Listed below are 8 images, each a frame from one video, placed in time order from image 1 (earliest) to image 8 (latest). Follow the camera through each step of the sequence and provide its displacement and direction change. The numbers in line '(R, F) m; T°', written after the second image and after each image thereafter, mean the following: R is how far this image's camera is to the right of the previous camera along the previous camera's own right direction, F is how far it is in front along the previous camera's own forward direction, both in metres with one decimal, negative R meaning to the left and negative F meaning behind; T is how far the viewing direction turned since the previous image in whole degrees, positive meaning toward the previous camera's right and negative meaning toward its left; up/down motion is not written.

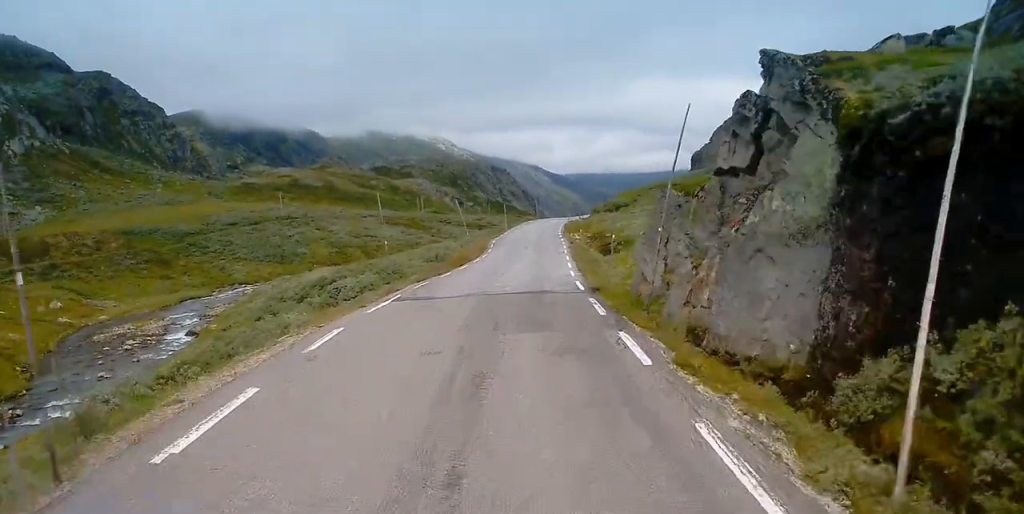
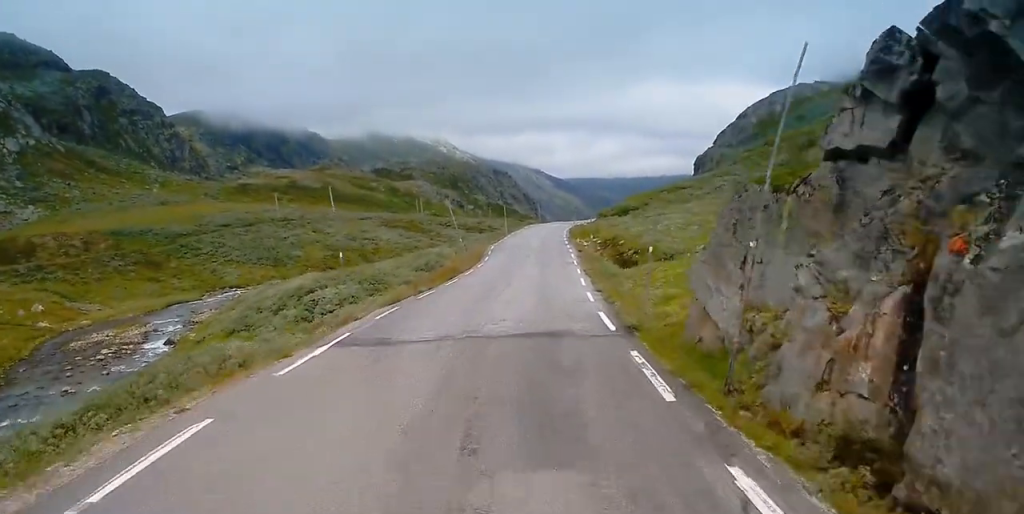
(-0.1, +7.4) m; 0°
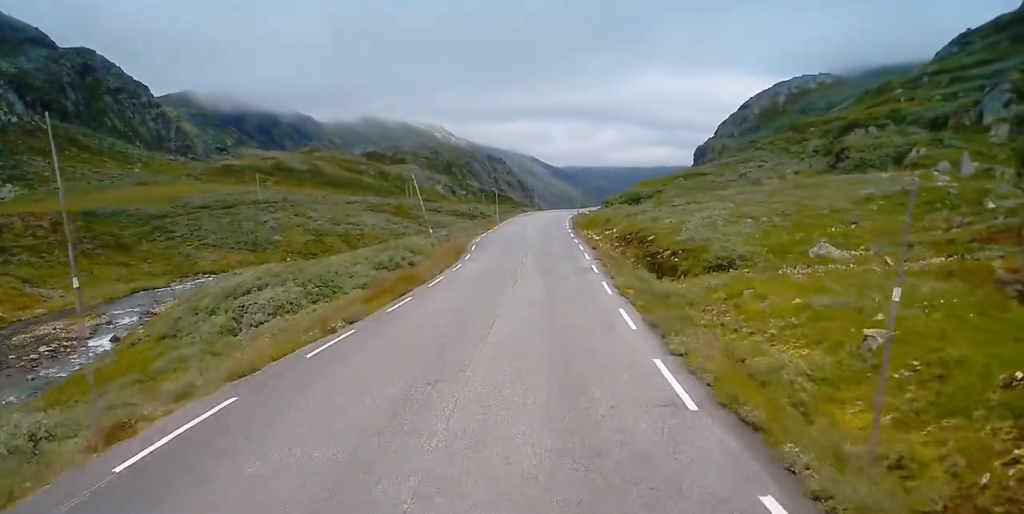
(+0.1, +13.0) m; +2°
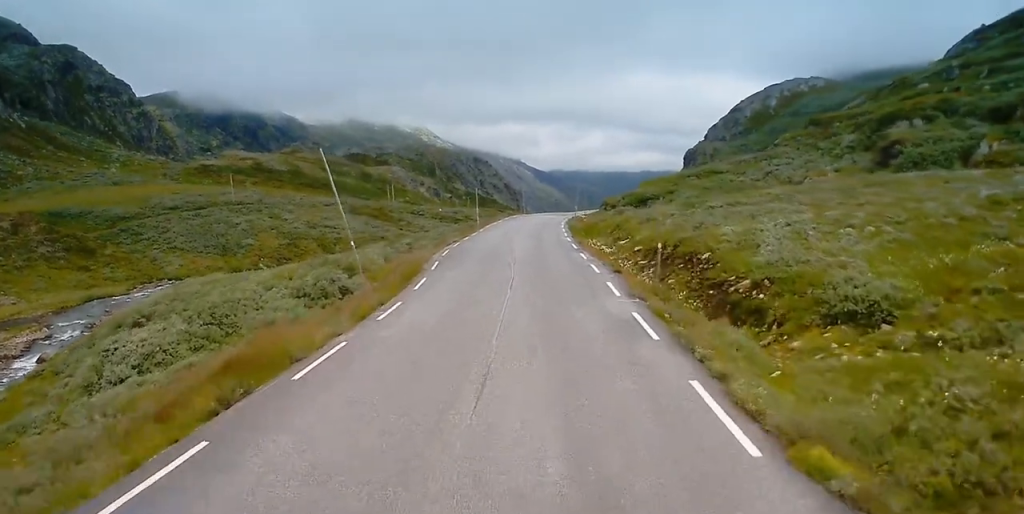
(+0.3, +13.5) m; +1°
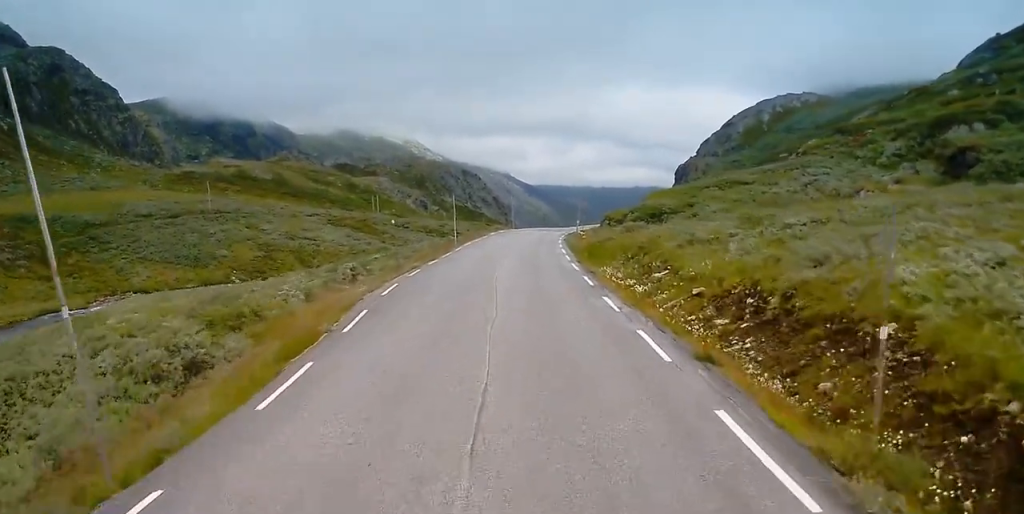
(-0.2, +13.0) m; -1°
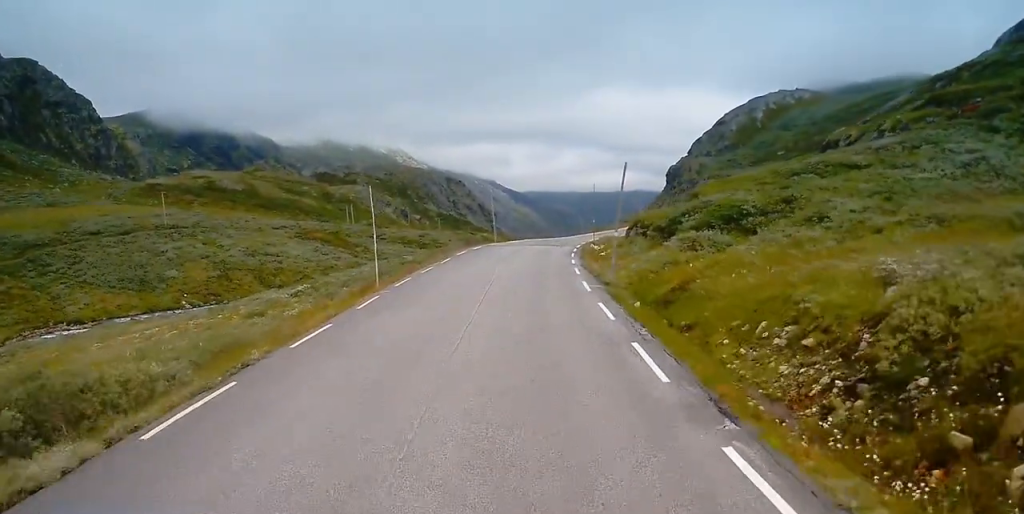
(+0.4, +25.1) m; +2°
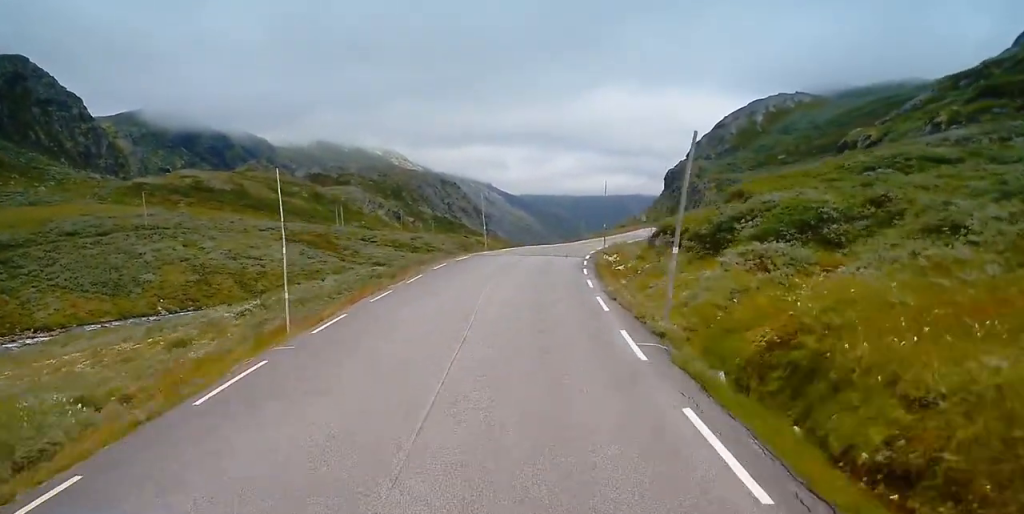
(0.0, +10.2) m; 0°
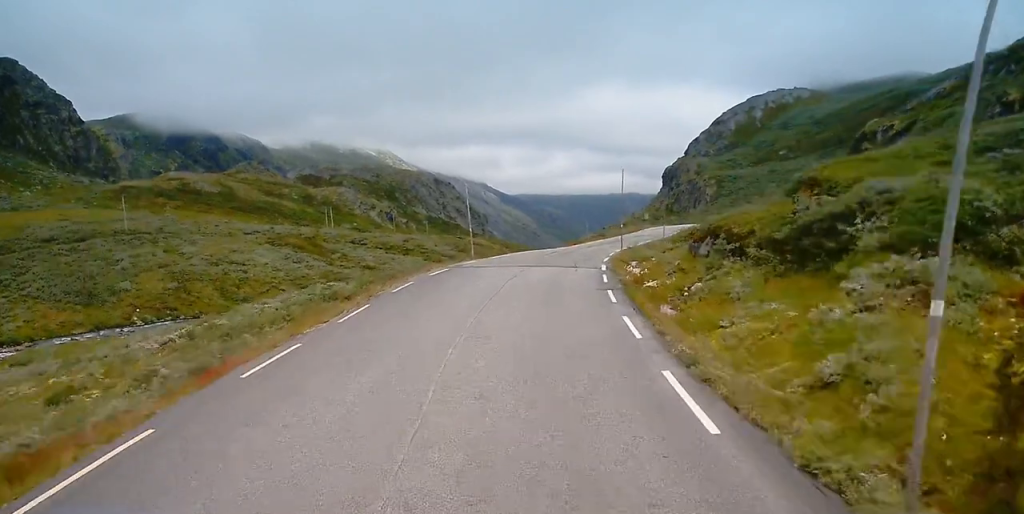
(0.0, +10.0) m; +1°
